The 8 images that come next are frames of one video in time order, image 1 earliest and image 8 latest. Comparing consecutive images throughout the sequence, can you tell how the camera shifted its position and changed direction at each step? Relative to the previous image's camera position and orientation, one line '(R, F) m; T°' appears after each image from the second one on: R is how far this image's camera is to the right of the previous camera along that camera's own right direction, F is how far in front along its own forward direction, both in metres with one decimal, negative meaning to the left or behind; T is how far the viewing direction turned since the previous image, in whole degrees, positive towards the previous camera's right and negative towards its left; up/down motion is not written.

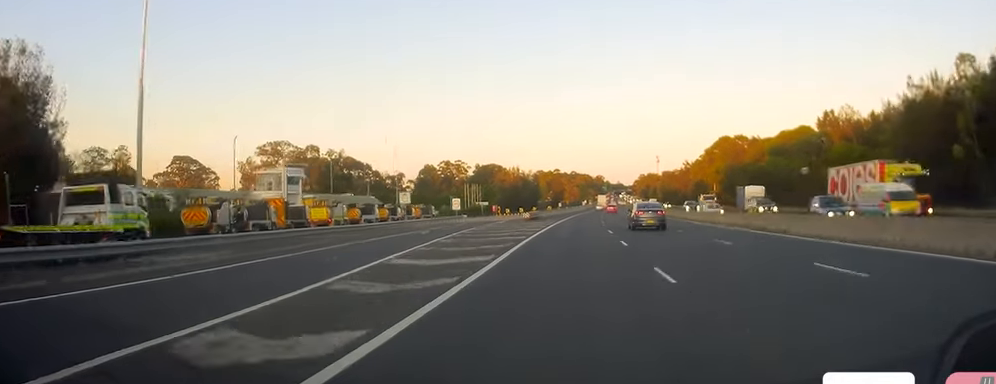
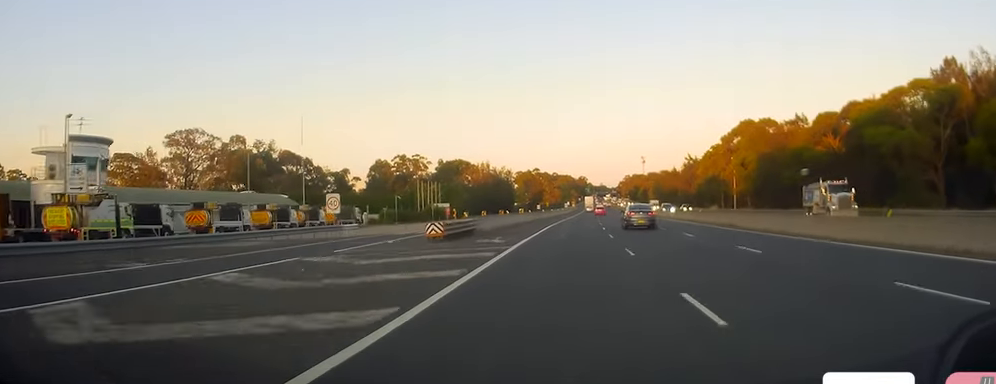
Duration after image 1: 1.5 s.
(+0.9, +40.1) m; +1°
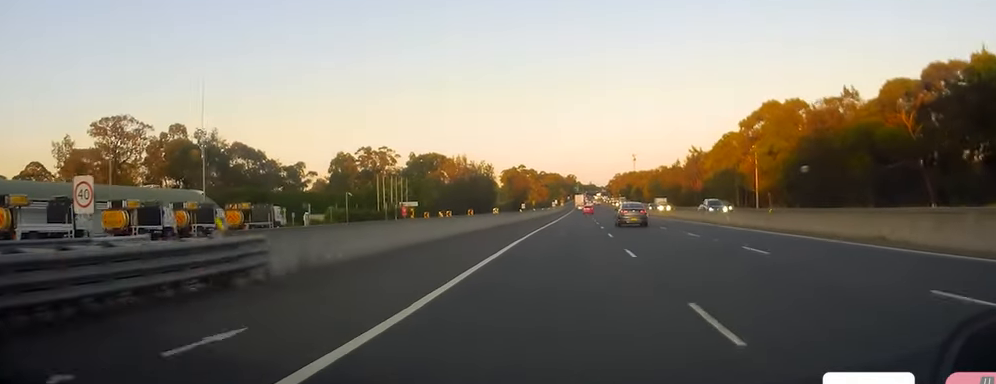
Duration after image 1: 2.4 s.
(0.0, +24.9) m; 0°
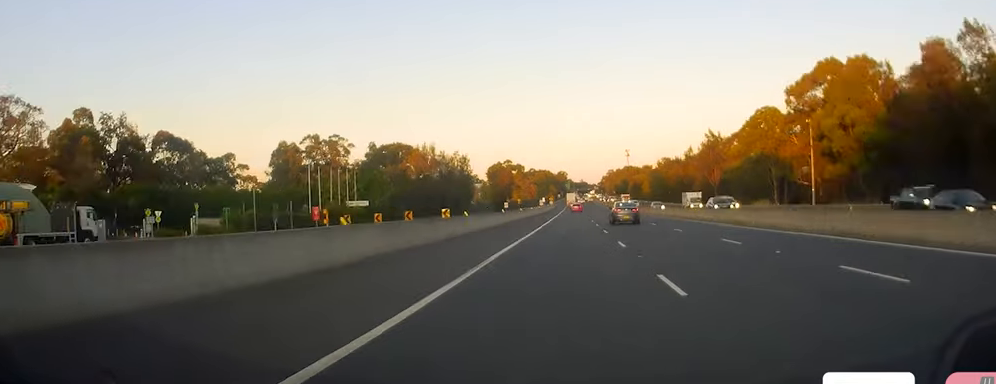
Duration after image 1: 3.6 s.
(+0.4, +31.9) m; +2°
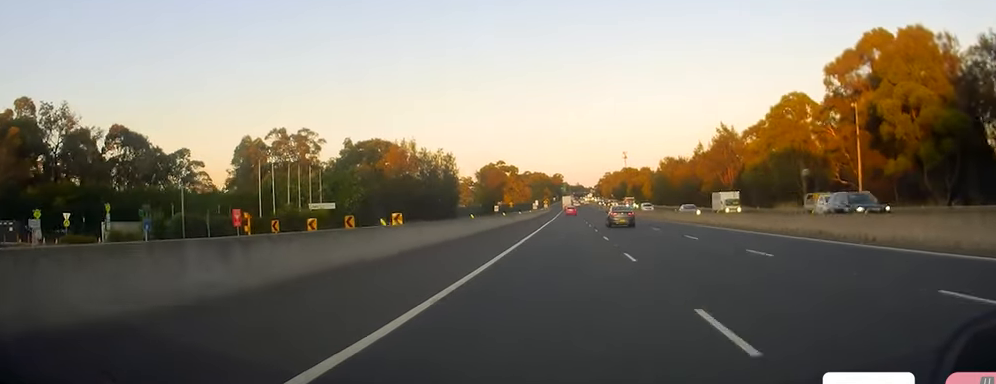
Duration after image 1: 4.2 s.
(+0.2, +15.9) m; +1°
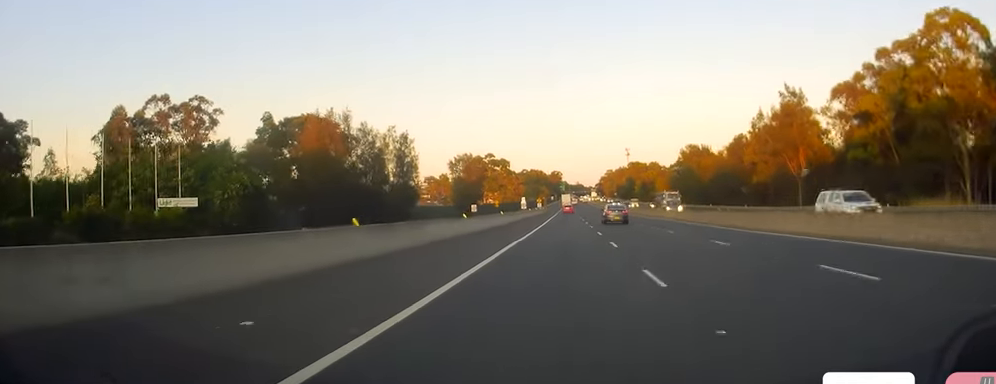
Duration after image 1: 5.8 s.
(0.0, +41.6) m; 0°
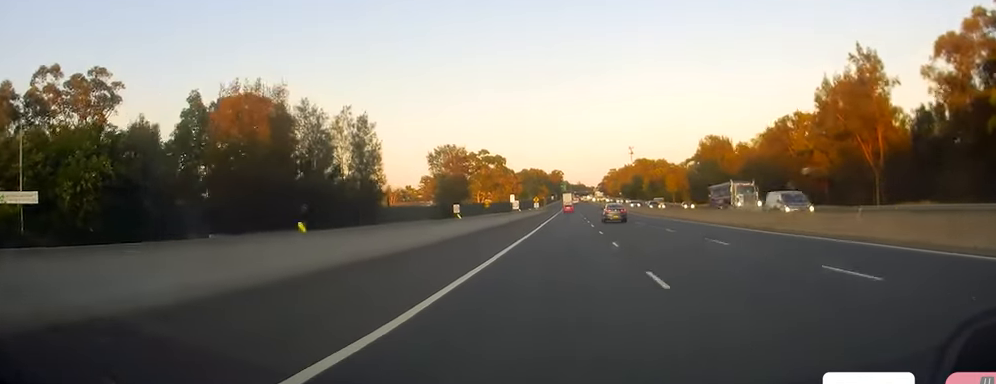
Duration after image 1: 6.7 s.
(0.0, +23.9) m; 0°
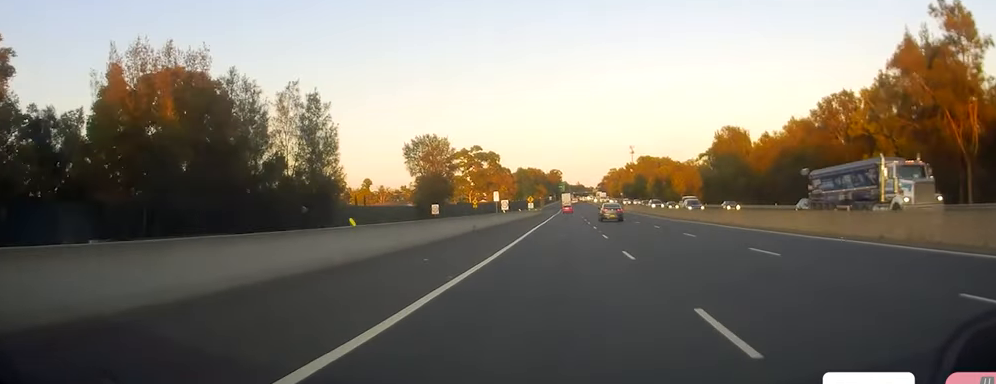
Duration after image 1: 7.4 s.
(0.0, +17.7) m; 0°
